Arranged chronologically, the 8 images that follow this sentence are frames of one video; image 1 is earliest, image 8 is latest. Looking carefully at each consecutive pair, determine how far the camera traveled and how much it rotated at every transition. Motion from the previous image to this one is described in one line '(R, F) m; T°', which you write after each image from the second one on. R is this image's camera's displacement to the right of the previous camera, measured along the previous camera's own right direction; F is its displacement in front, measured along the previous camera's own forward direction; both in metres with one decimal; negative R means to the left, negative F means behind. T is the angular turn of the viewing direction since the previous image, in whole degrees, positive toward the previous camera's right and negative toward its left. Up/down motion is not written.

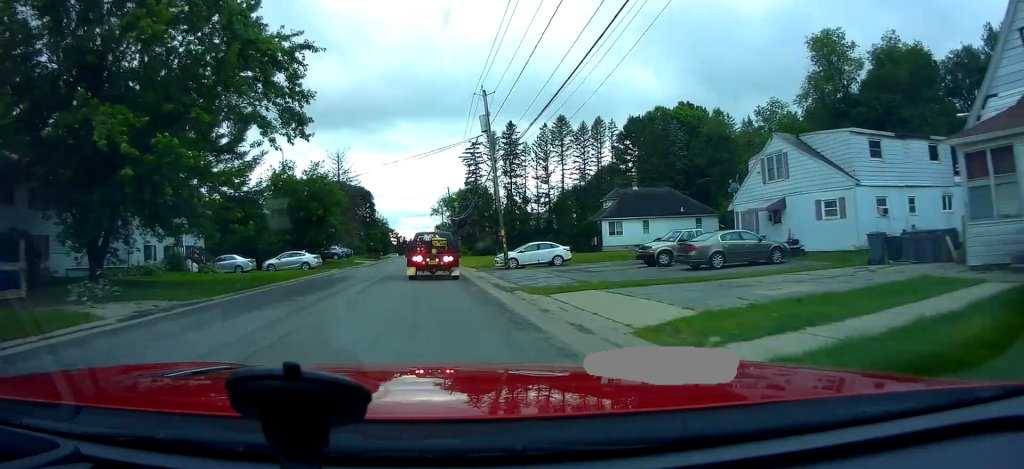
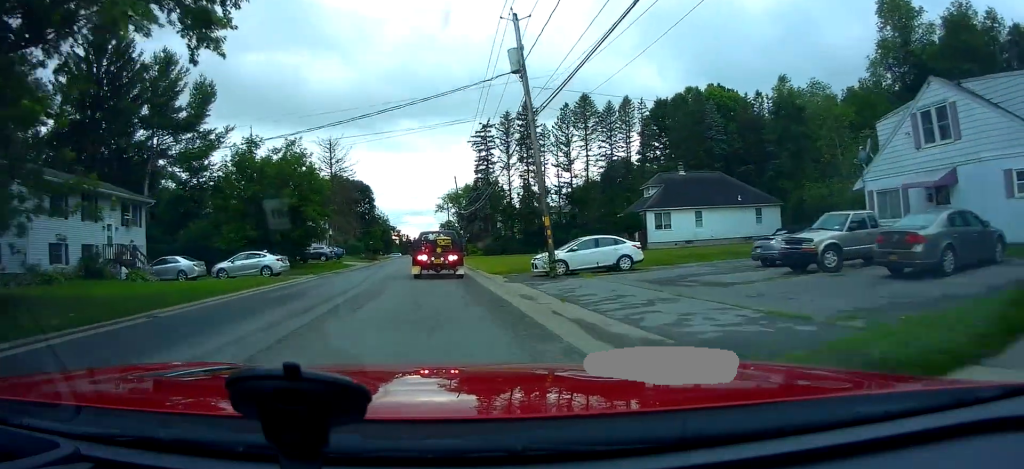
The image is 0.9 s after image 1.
(+0.2, +11.2) m; 0°
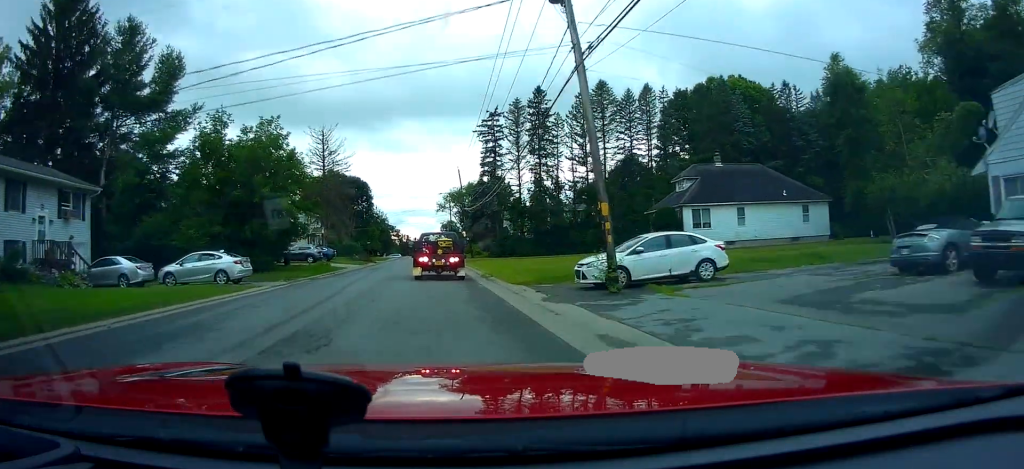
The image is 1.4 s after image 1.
(+0.4, +7.0) m; -1°
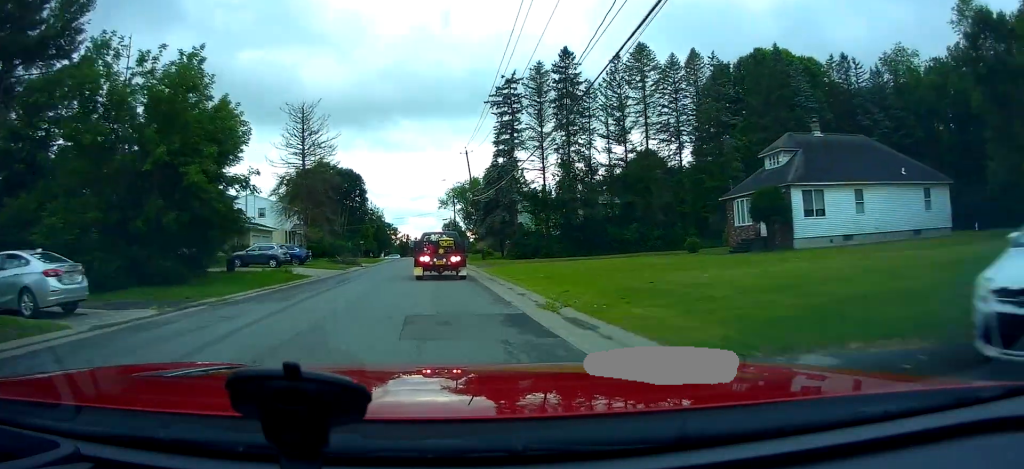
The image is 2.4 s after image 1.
(-1.0, +13.3) m; -2°
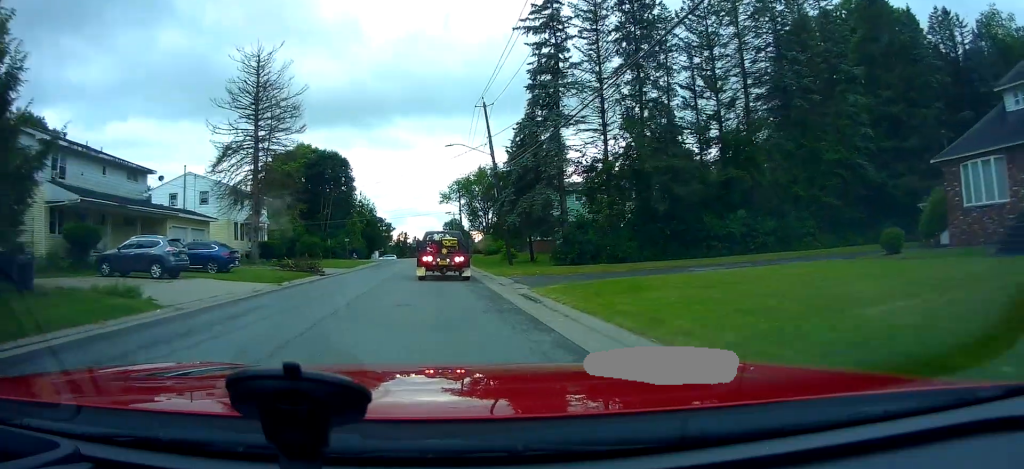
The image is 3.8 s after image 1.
(+1.0, +17.8) m; +4°
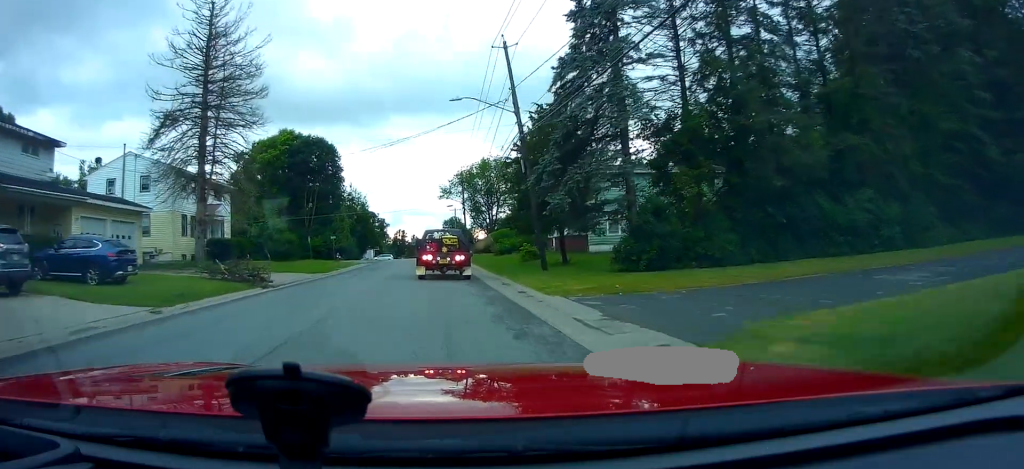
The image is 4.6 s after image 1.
(+0.3, +10.9) m; -2°
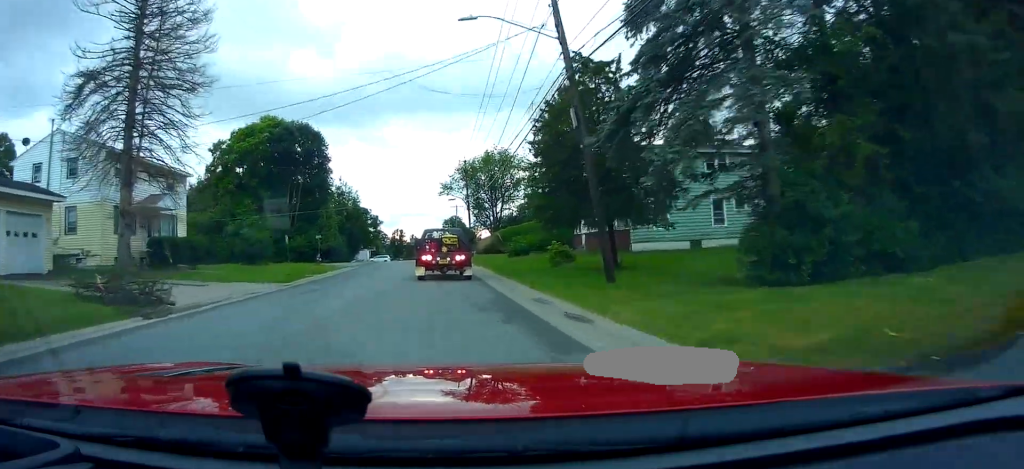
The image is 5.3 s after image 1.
(-0.7, +9.2) m; 0°
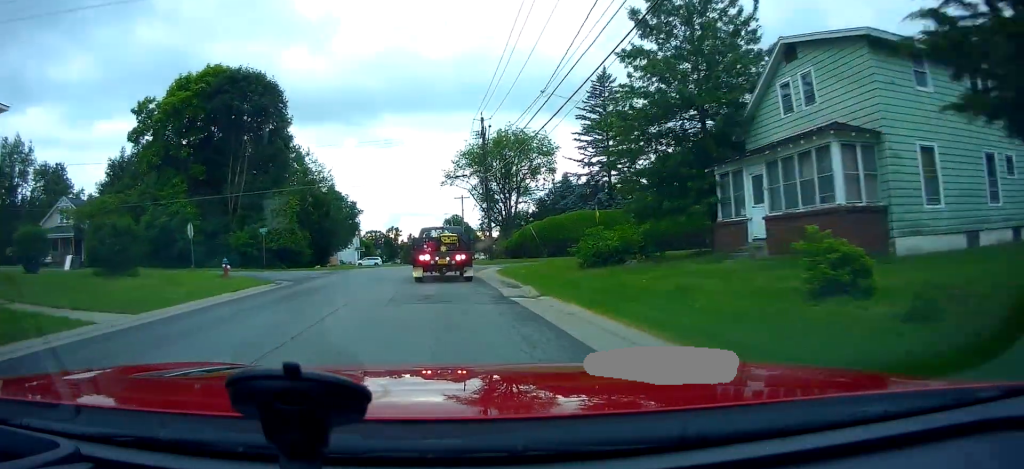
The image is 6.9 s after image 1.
(+1.0, +20.5) m; +2°
